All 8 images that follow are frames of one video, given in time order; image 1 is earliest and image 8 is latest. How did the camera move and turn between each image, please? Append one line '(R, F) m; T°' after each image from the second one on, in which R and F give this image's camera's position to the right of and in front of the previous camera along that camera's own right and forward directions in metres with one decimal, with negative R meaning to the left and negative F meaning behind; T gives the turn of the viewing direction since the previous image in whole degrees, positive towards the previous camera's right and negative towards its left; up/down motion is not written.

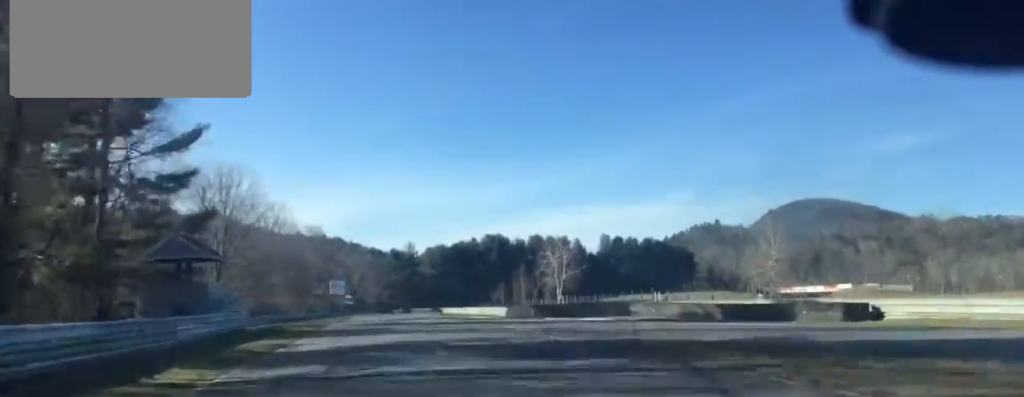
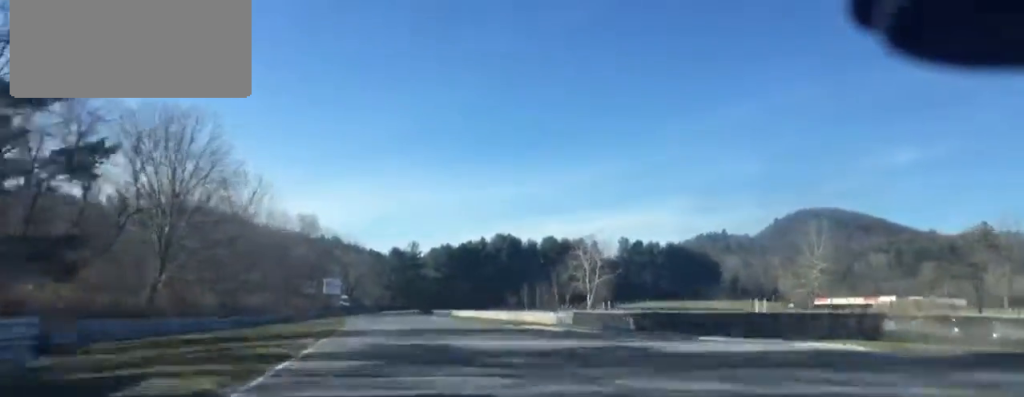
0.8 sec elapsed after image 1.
(-0.9, +27.8) m; -1°
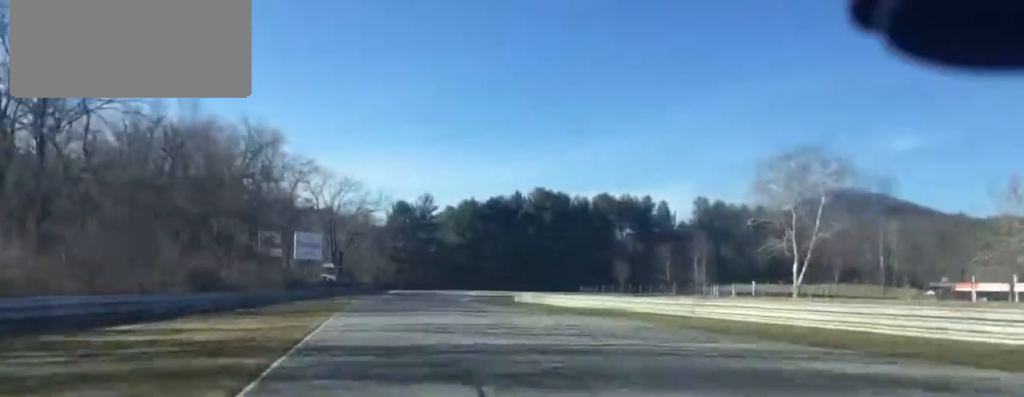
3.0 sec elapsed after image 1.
(+2.7, +75.3) m; +2°
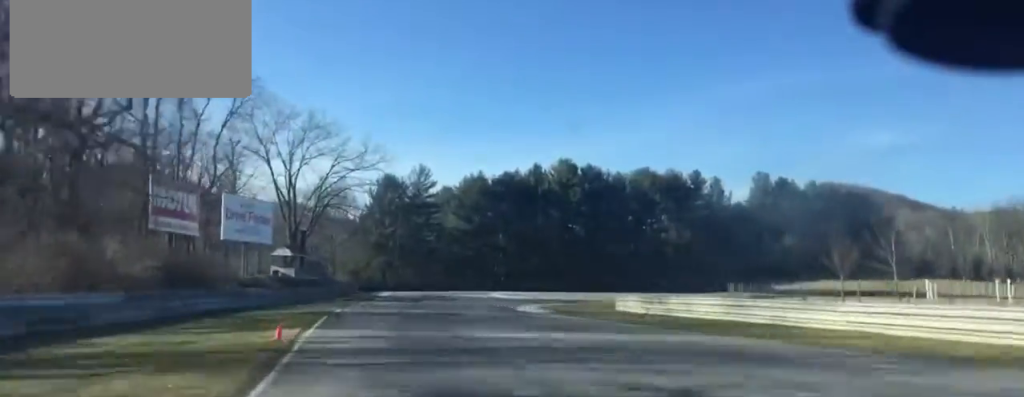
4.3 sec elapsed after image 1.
(-0.7, +45.5) m; +2°
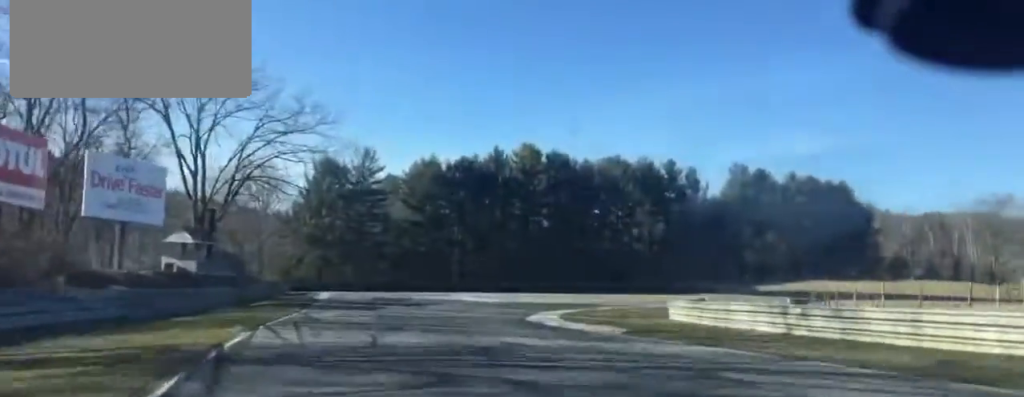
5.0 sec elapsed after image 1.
(+0.4, +21.4) m; +5°
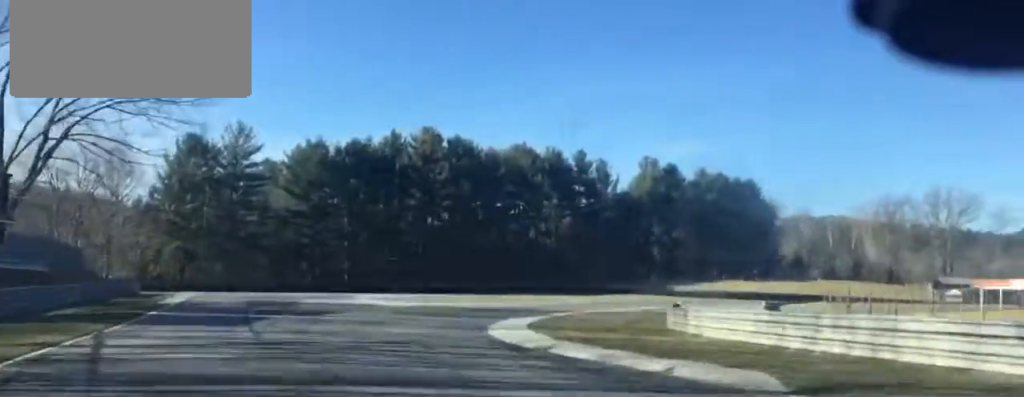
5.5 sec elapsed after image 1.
(+0.6, +16.3) m; +6°
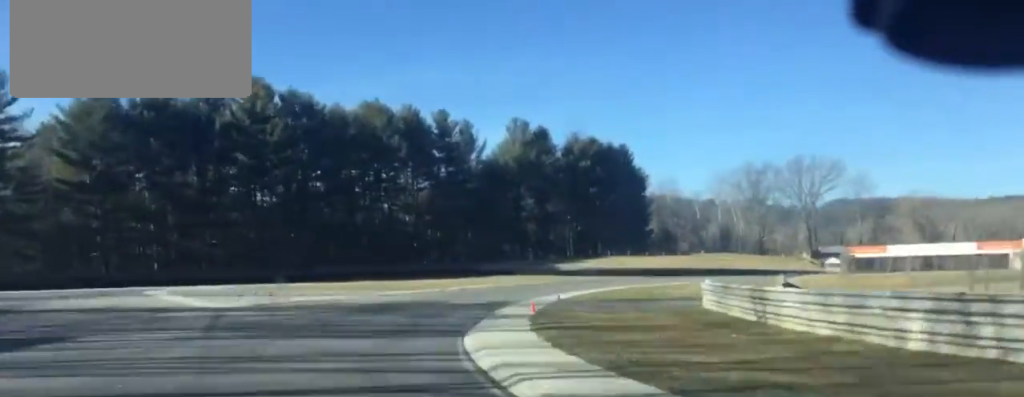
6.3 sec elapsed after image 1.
(+2.0, +23.5) m; +11°
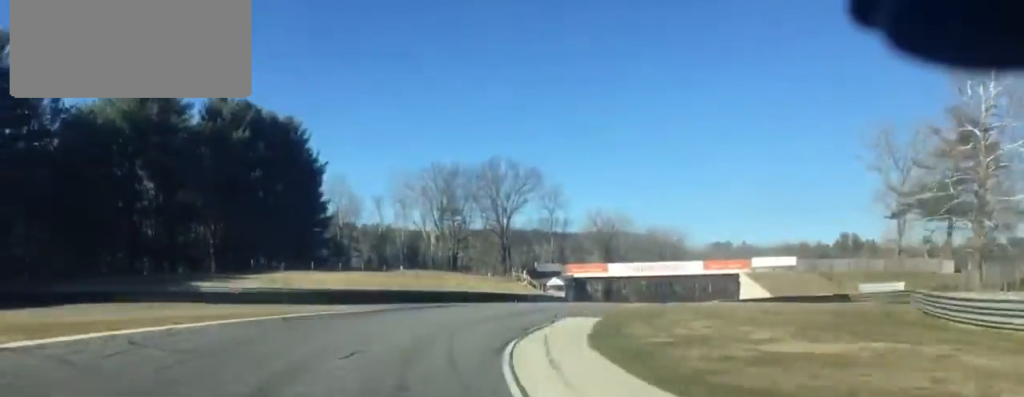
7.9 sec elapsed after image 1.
(+9.3, +45.1) m; +23°
